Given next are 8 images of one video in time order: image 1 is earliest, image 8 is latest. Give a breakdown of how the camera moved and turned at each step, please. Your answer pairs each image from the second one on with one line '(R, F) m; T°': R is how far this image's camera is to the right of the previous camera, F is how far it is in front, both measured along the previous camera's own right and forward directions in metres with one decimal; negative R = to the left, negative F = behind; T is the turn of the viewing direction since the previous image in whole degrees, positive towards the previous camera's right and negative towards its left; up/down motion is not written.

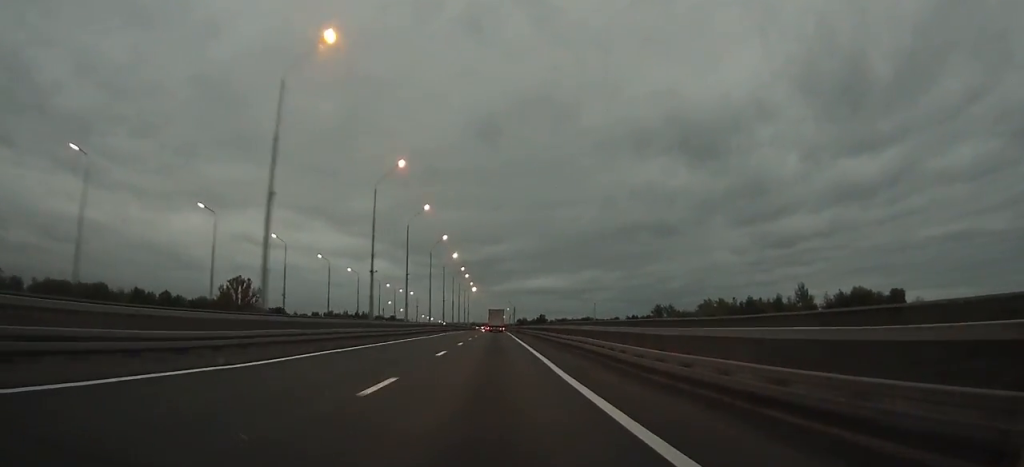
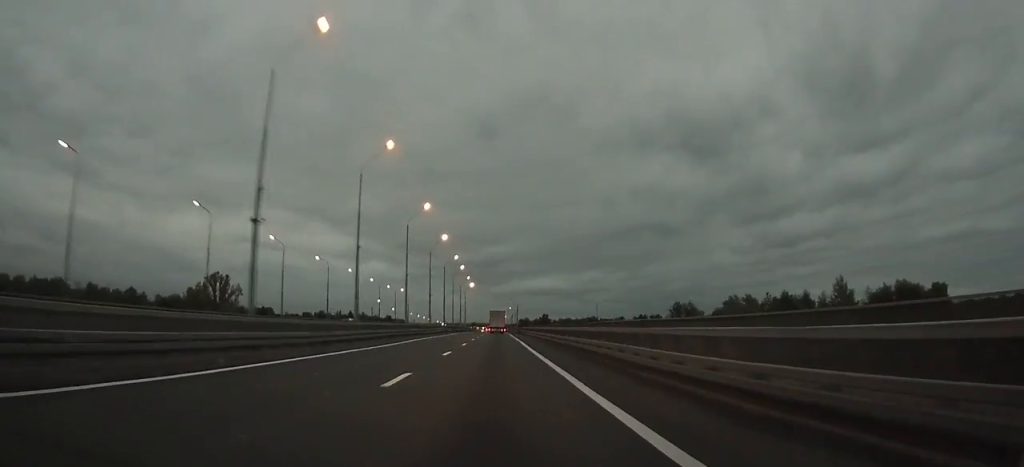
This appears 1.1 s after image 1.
(0.0, +22.5) m; 0°
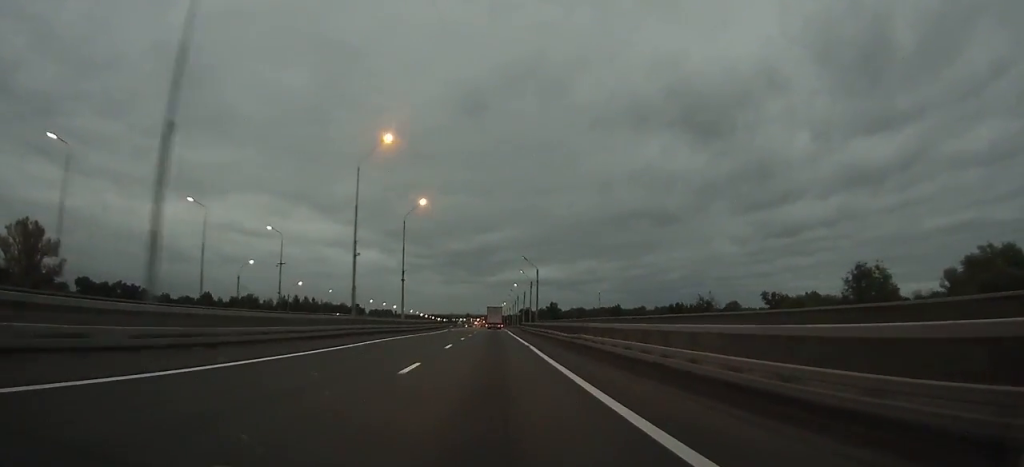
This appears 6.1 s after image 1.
(-0.1, +106.0) m; 0°
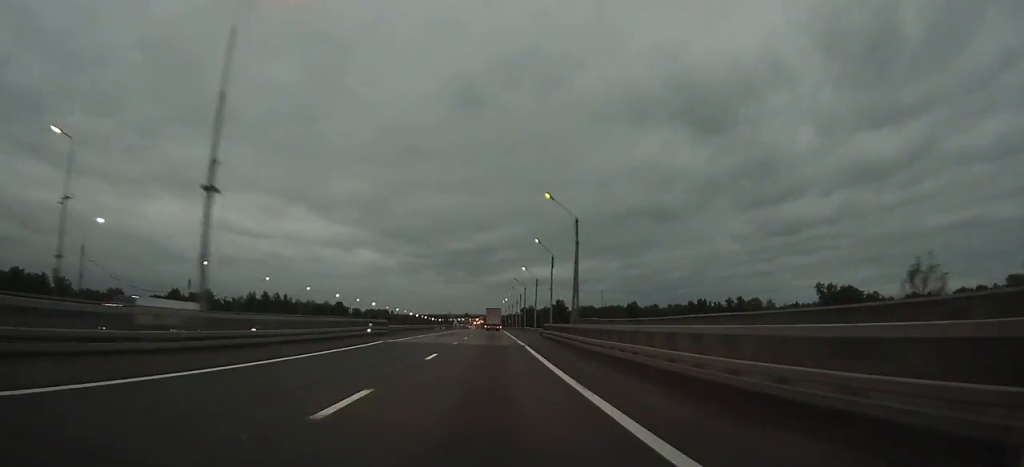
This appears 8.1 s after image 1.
(0.0, +41.8) m; 0°
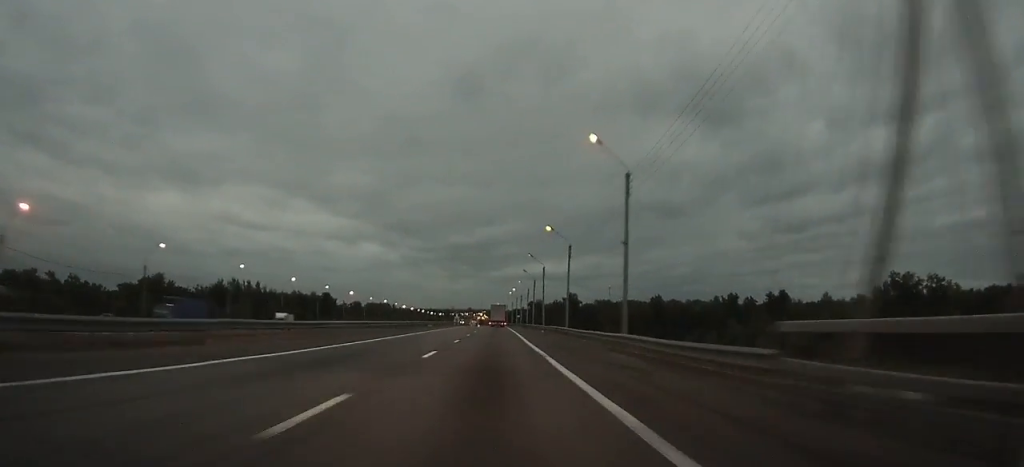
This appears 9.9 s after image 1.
(+0.1, +37.7) m; 0°
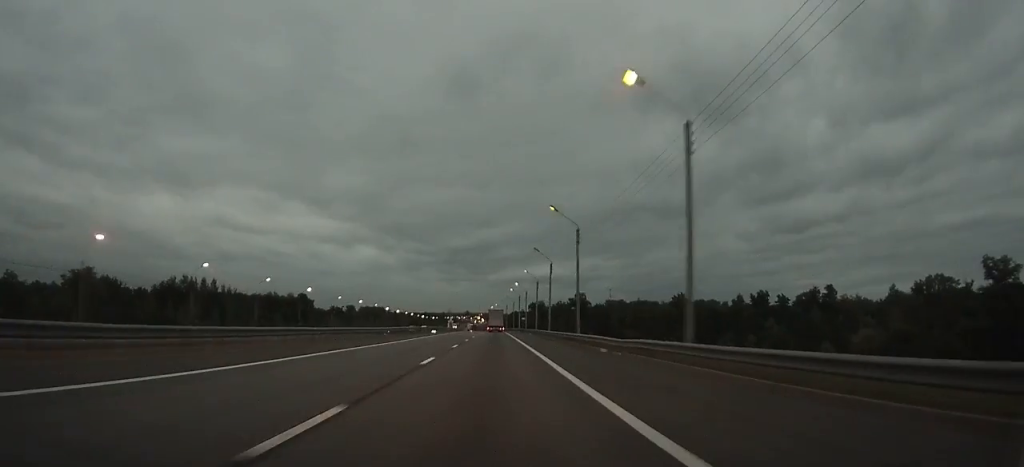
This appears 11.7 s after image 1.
(-0.1, +36.4) m; 0°
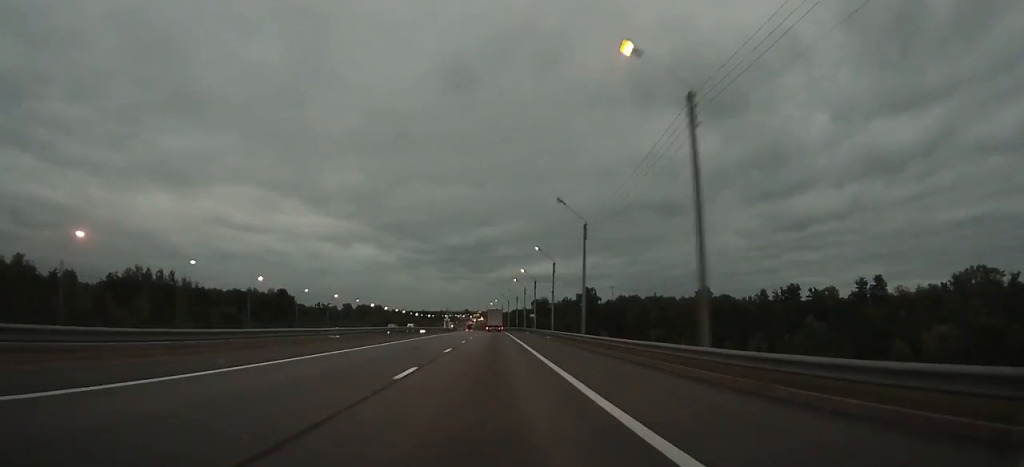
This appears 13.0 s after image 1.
(-0.1, +28.1) m; 0°
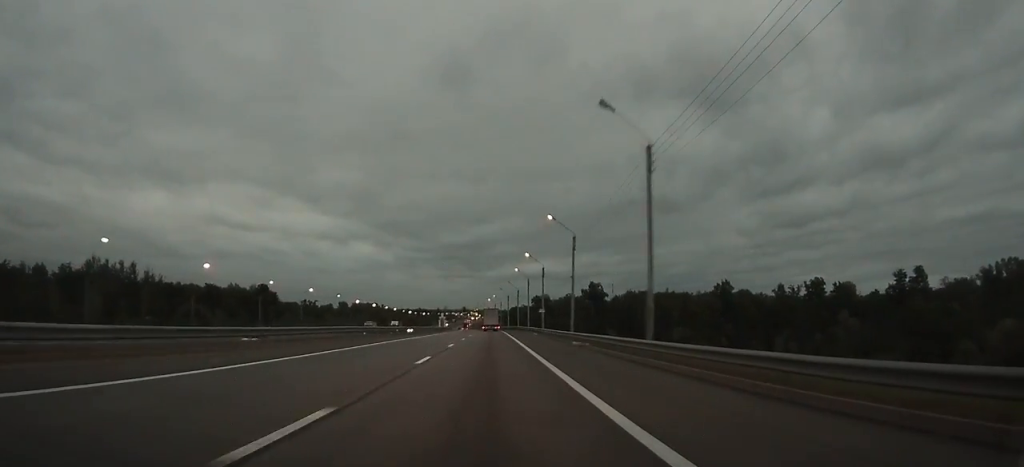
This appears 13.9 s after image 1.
(0.0, +19.7) m; 0°
